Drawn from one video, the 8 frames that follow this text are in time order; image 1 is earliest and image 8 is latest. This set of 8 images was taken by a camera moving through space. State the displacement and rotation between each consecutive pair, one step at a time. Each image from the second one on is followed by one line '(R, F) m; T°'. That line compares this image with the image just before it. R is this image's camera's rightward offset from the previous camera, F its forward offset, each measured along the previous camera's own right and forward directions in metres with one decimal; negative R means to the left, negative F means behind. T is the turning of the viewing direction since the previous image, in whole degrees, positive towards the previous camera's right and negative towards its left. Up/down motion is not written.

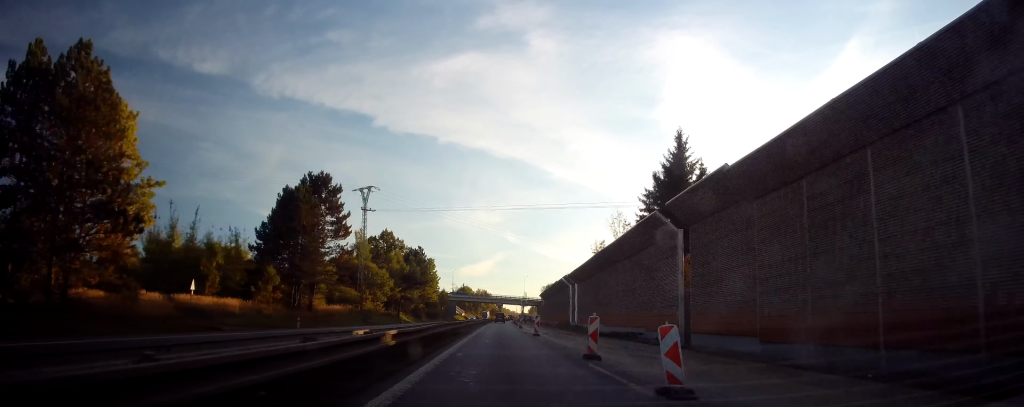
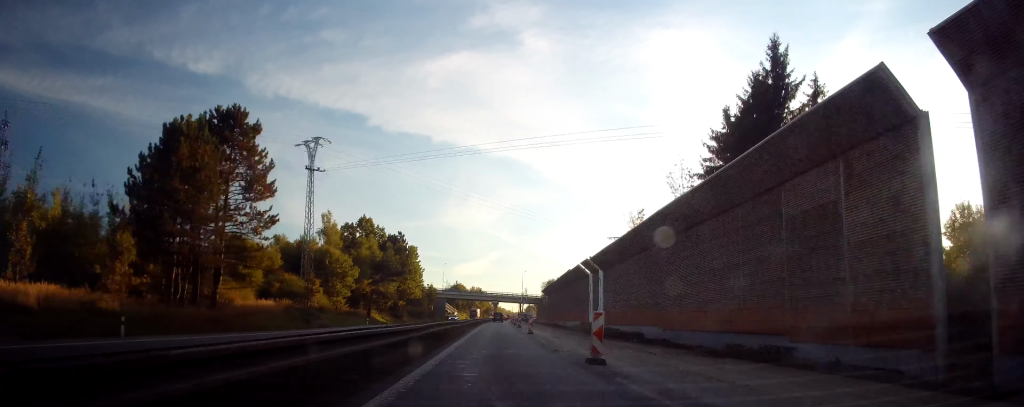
(-0.2, +20.9) m; 0°
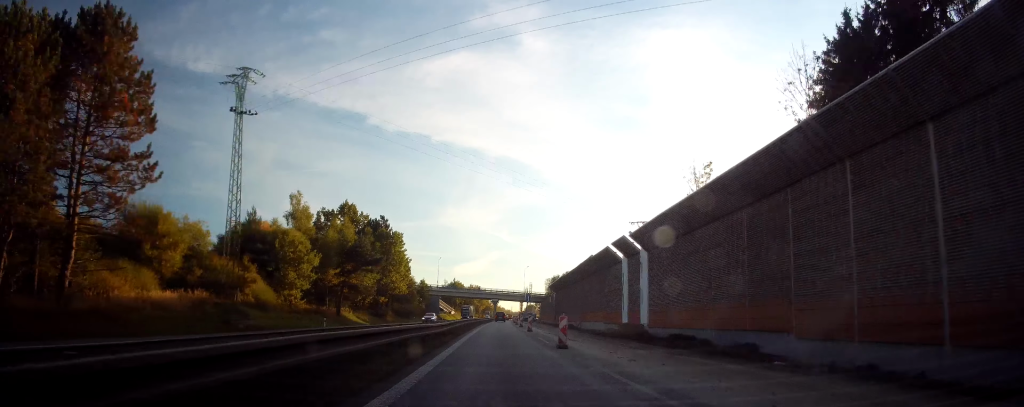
(+0.4, +16.3) m; +1°
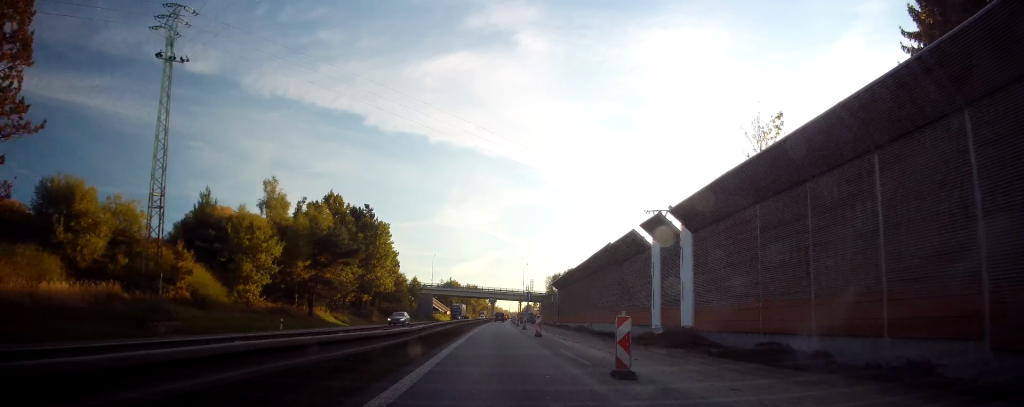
(0.0, +9.5) m; 0°
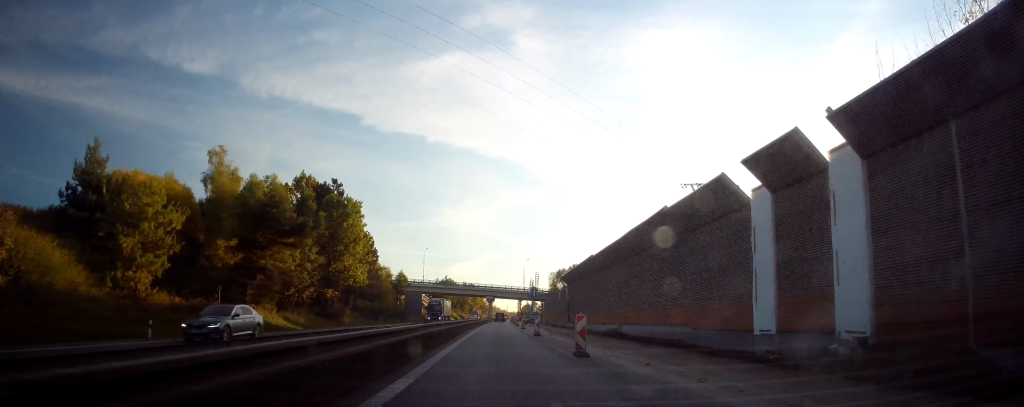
(-0.1, +15.5) m; 0°
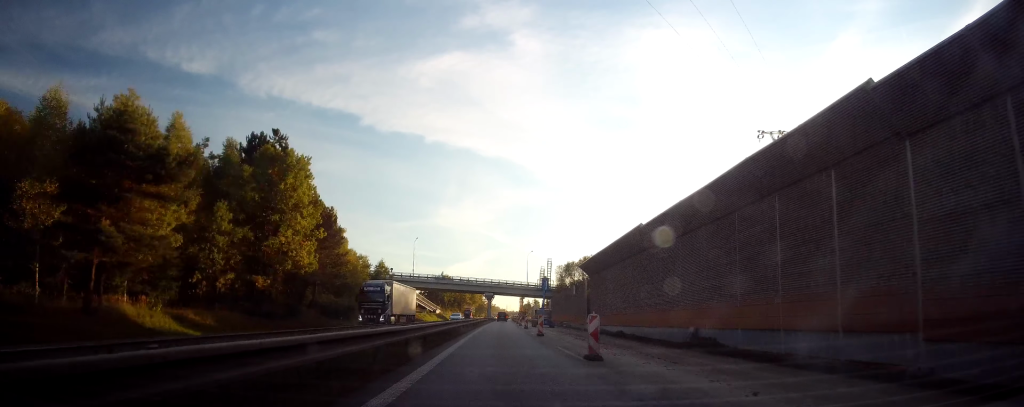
(+0.2, +18.0) m; 0°
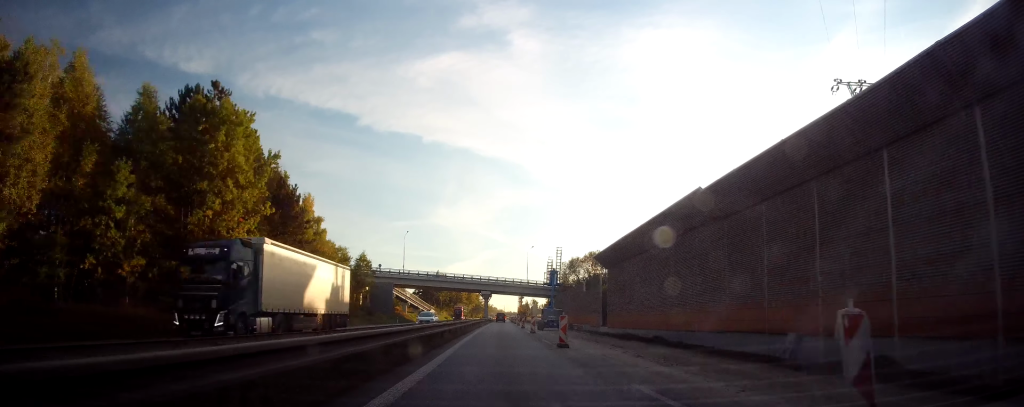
(0.0, +10.8) m; -1°
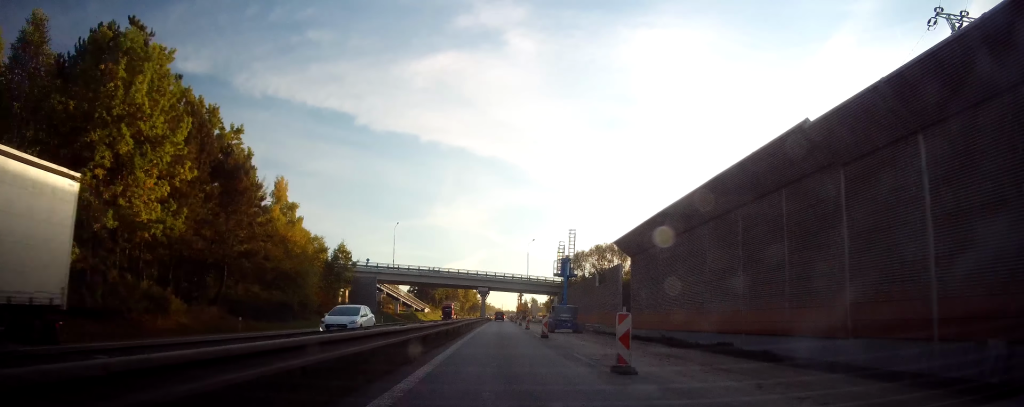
(-0.2, +9.8) m; +1°
